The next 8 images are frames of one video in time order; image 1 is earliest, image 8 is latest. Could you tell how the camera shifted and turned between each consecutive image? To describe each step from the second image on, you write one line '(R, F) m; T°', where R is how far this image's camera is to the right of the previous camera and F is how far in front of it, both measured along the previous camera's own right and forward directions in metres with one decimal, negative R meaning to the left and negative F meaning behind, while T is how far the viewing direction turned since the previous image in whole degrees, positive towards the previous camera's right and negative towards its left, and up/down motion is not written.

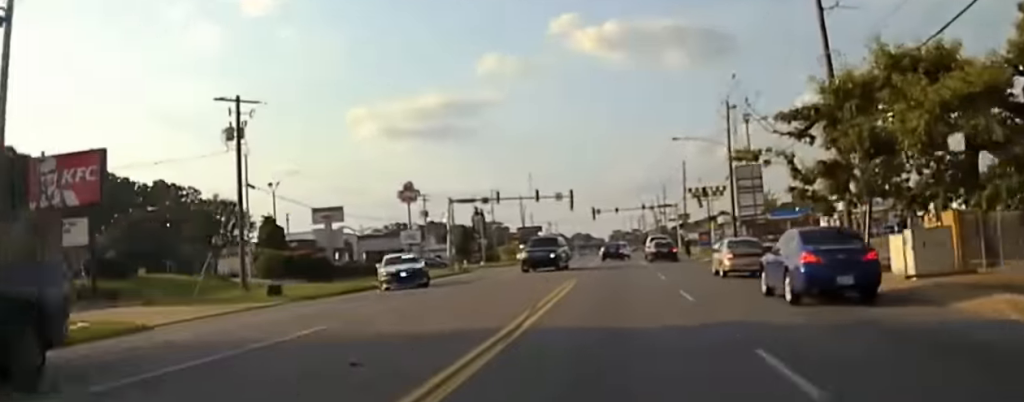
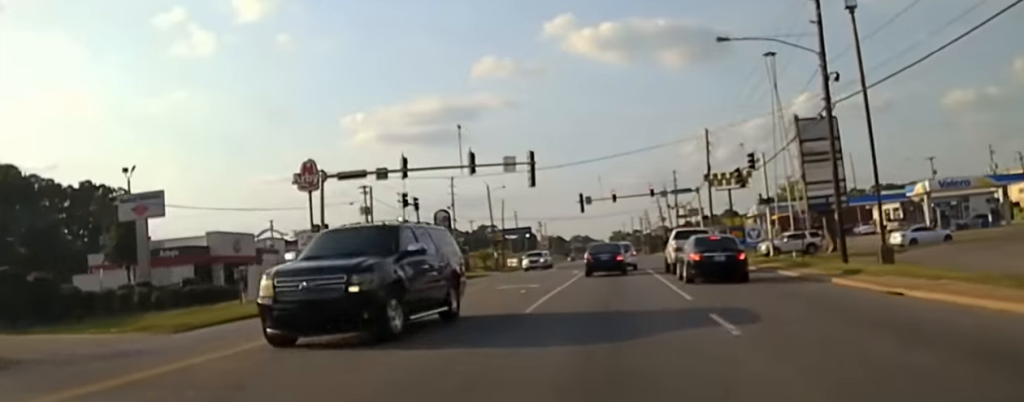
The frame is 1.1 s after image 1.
(-1.4, +38.2) m; -3°
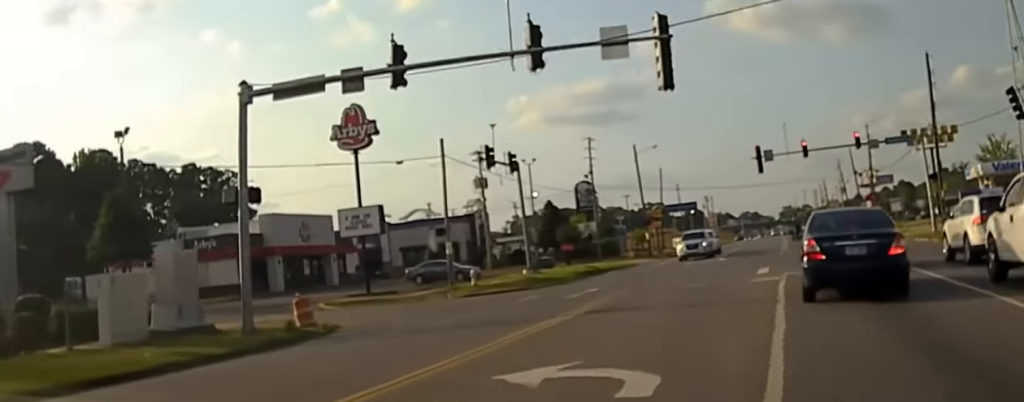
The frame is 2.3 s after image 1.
(-0.2, +28.1) m; -1°
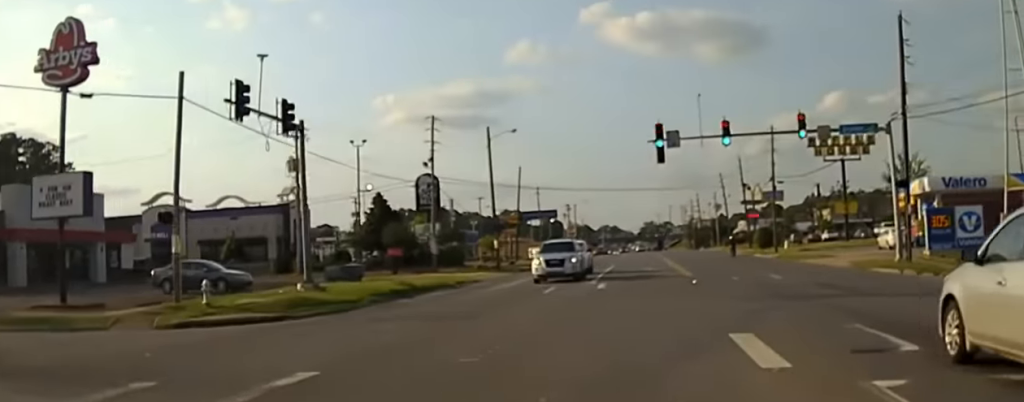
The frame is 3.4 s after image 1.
(-0.2, +19.7) m; -2°
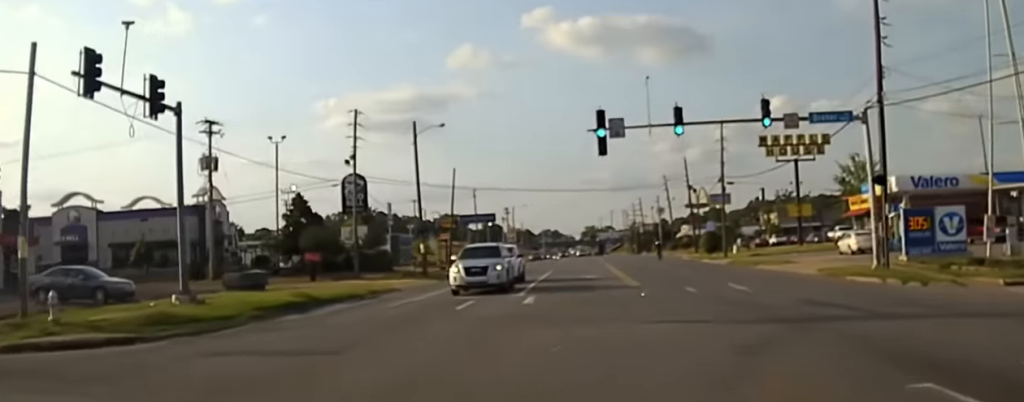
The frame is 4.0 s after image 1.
(-0.1, +7.3) m; 0°
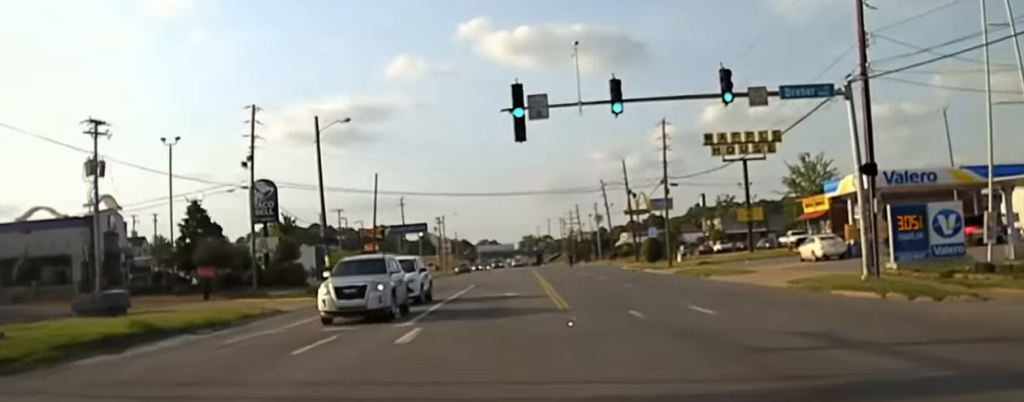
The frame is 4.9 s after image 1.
(0.0, +10.1) m; +1°
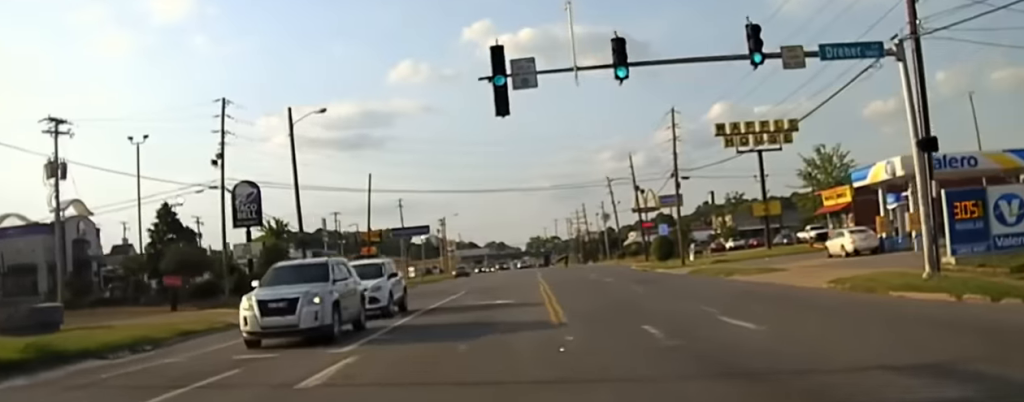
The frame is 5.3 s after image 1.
(0.0, +4.4) m; +1°
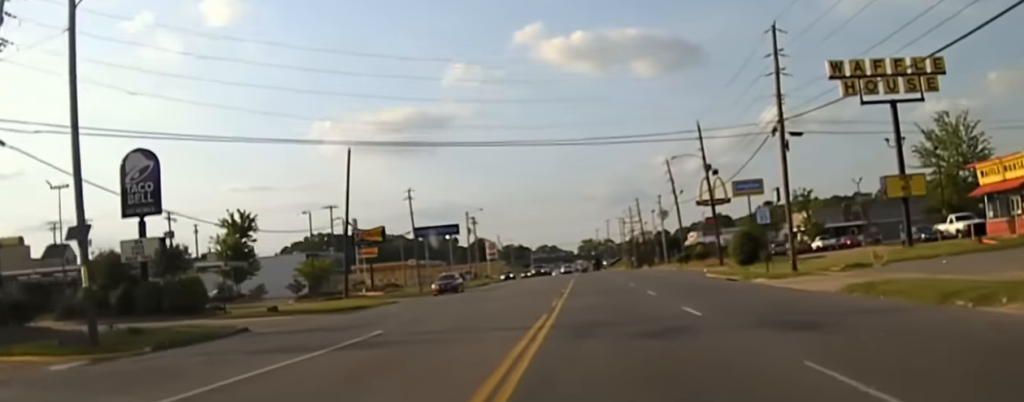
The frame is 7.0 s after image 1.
(+0.1, +20.4) m; 0°
